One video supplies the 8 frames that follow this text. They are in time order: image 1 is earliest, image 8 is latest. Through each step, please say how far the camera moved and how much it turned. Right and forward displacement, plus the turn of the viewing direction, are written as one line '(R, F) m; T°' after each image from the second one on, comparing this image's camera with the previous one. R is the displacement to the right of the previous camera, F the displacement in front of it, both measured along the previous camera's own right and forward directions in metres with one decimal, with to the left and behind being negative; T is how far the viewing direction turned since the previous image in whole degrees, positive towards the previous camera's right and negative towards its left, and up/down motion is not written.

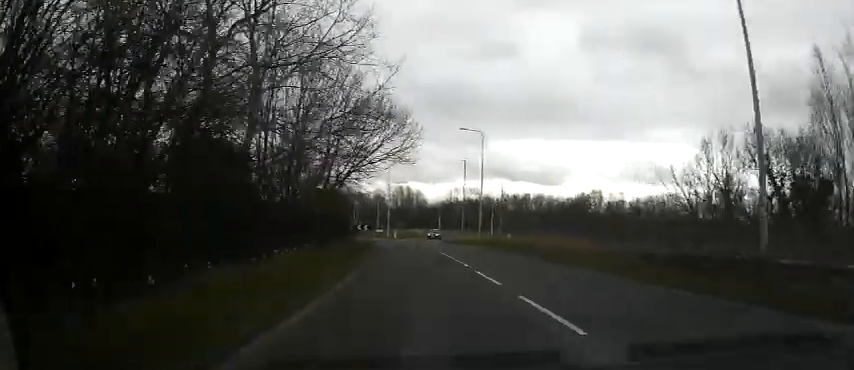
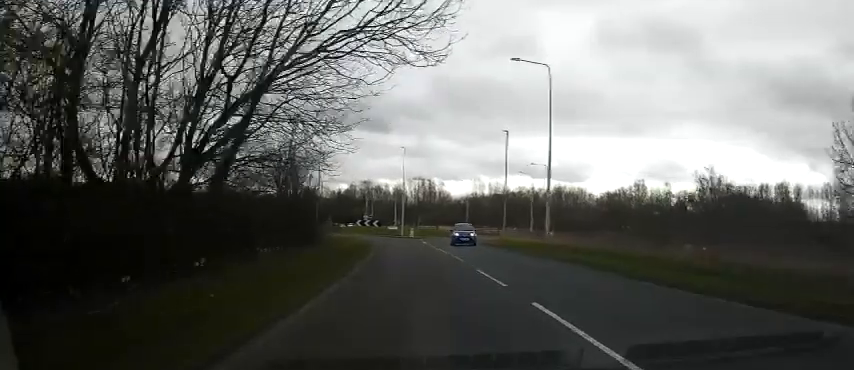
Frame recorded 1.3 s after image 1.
(-0.2, +18.8) m; -2°
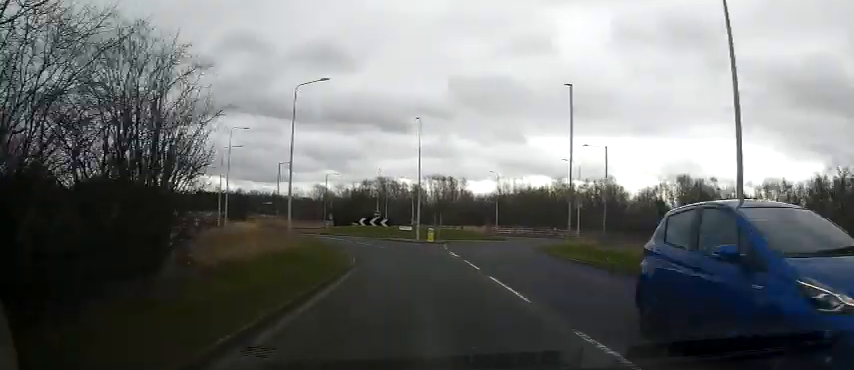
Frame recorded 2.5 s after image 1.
(-0.5, +17.4) m; -4°
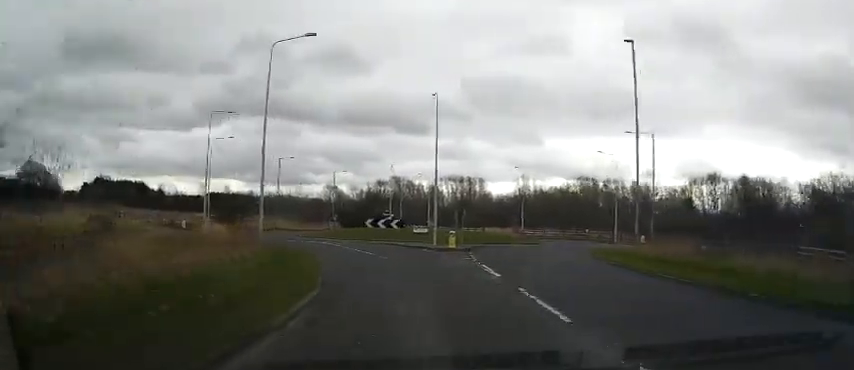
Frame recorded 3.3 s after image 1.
(-0.2, +8.6) m; -3°
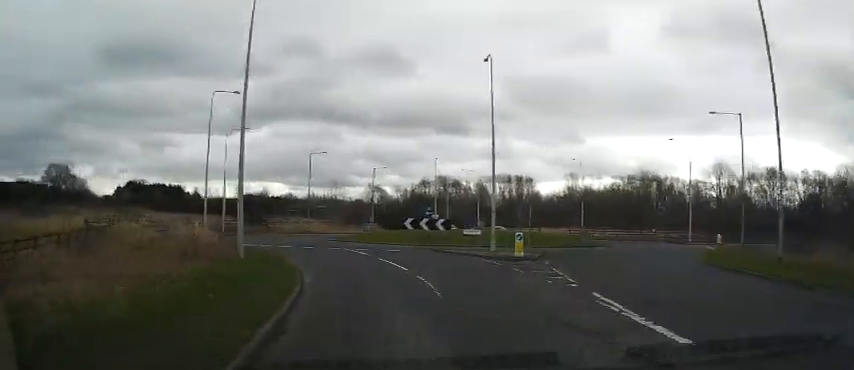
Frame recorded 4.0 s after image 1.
(-0.1, +8.9) m; -4°
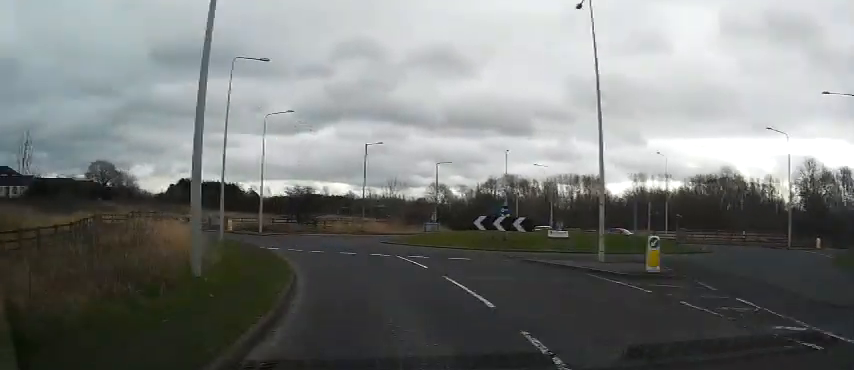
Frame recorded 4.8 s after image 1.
(-0.2, +7.8) m; -6°
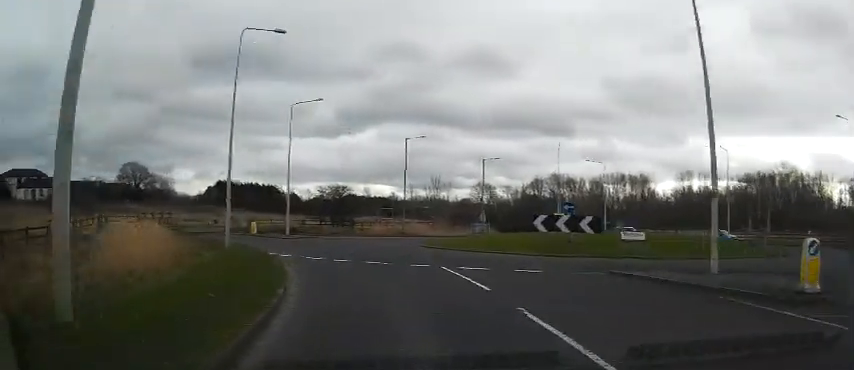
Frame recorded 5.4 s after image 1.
(-0.5, +5.4) m; -6°
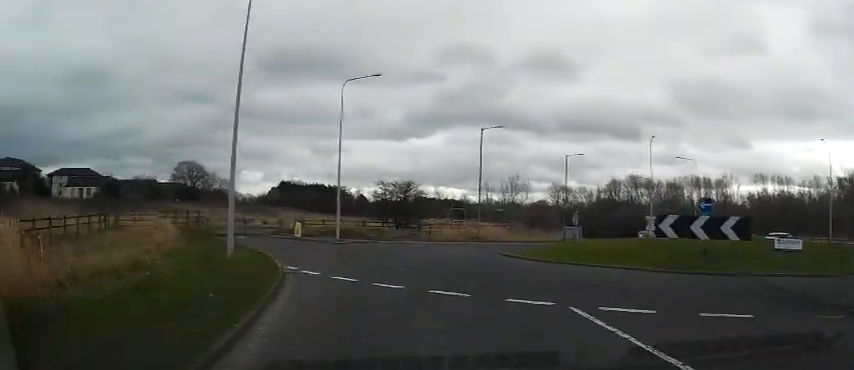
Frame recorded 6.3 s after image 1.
(-0.6, +7.7) m; -8°
